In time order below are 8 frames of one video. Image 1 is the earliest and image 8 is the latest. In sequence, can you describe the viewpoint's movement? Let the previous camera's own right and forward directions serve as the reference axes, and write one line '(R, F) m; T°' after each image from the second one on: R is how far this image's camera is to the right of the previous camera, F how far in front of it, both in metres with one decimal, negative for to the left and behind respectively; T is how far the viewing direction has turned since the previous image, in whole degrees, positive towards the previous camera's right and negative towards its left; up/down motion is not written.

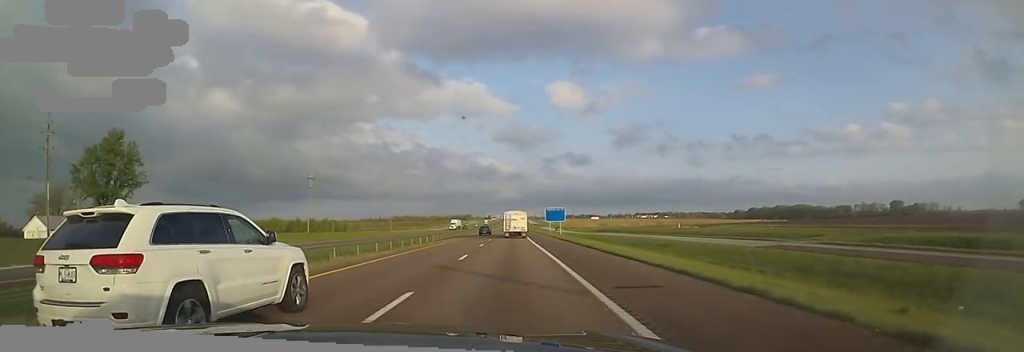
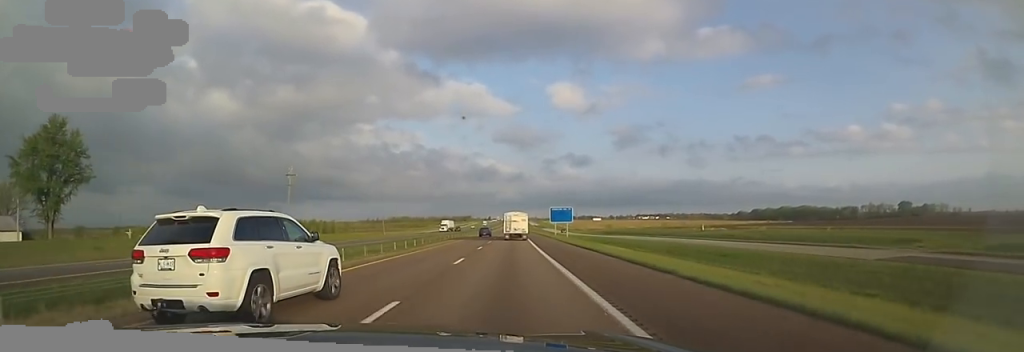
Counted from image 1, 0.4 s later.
(0.0, +13.1) m; 0°
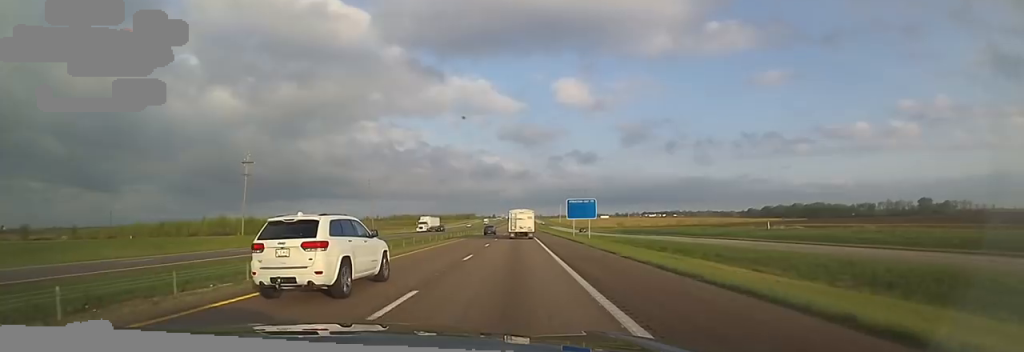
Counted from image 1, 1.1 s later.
(-0.2, +22.6) m; 0°
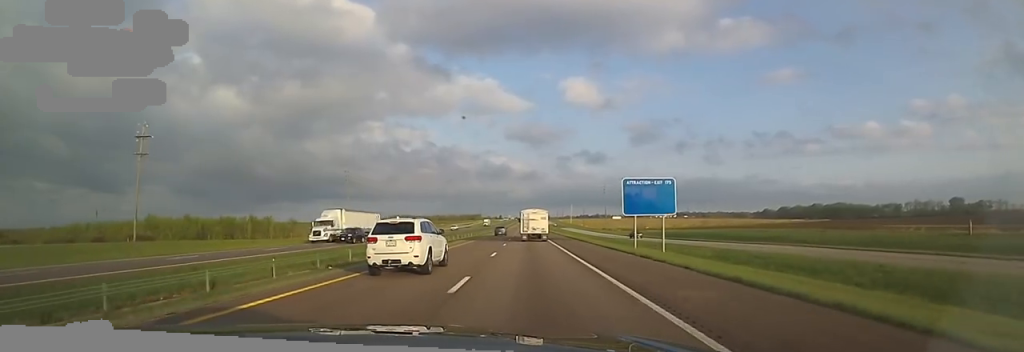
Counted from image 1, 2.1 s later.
(+0.2, +33.4) m; 0°
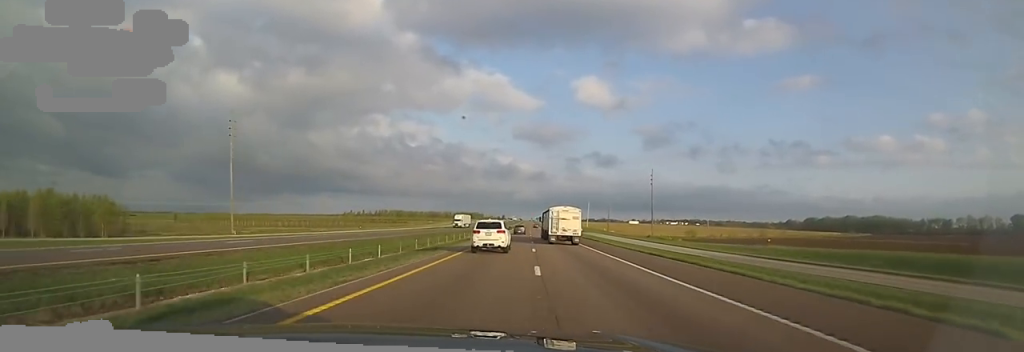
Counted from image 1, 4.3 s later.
(-1.2, +72.3) m; 0°
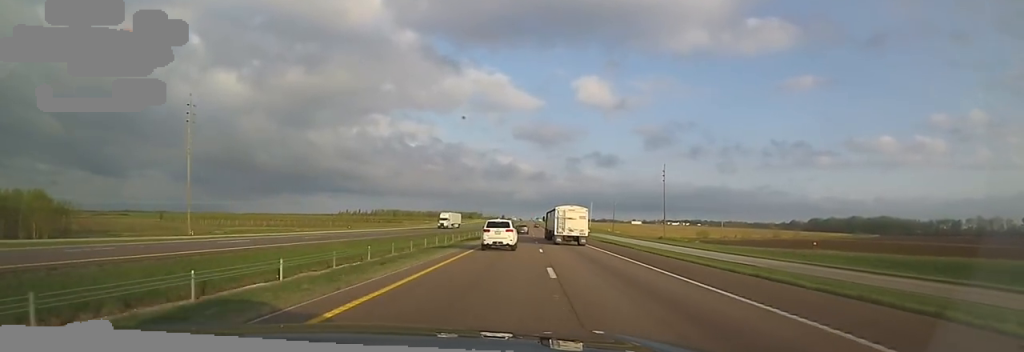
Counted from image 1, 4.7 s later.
(+0.4, +13.3) m; 0°
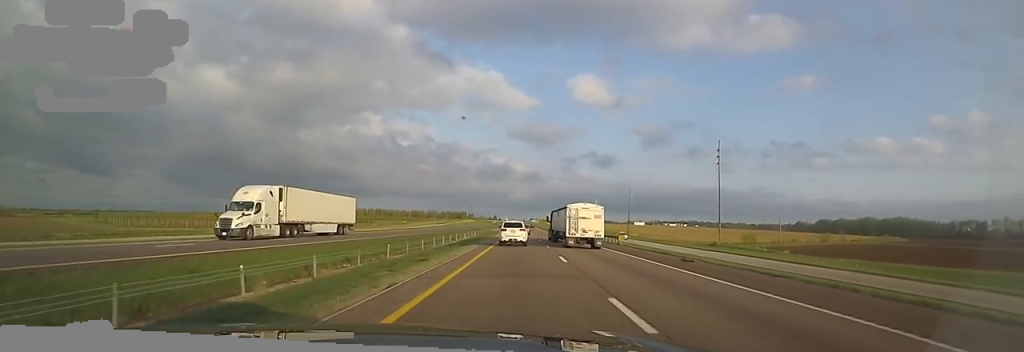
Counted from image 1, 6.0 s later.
(0.0, +43.9) m; 0°
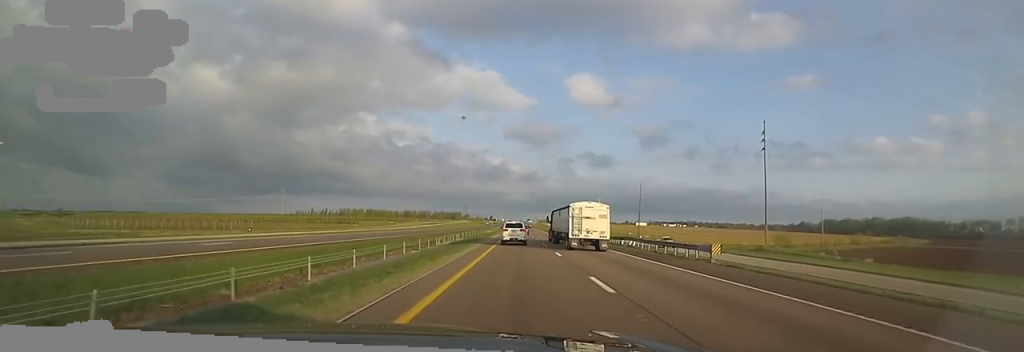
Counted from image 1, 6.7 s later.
(0.0, +20.5) m; +1°
